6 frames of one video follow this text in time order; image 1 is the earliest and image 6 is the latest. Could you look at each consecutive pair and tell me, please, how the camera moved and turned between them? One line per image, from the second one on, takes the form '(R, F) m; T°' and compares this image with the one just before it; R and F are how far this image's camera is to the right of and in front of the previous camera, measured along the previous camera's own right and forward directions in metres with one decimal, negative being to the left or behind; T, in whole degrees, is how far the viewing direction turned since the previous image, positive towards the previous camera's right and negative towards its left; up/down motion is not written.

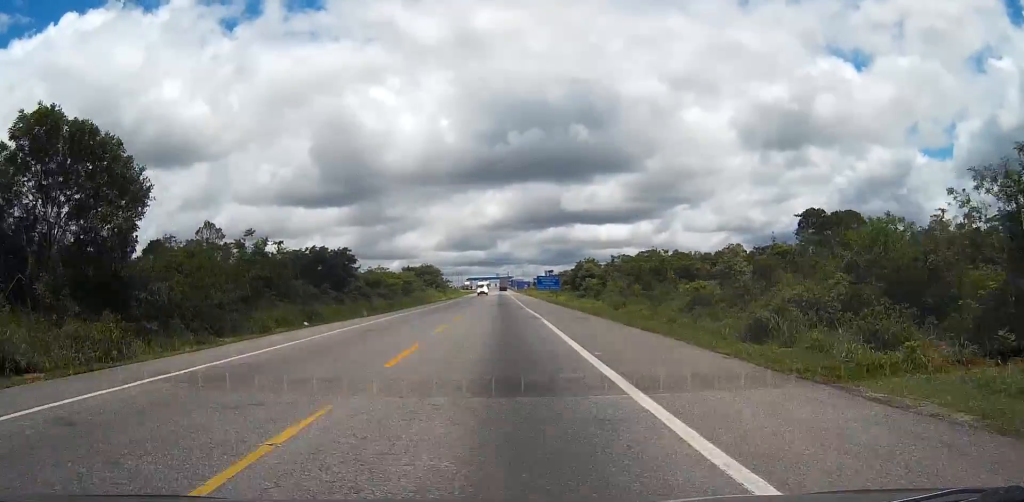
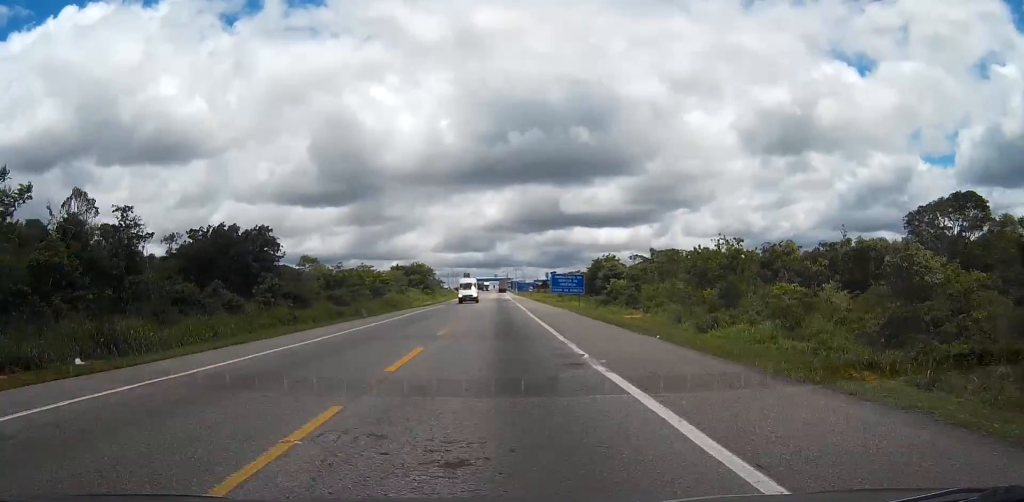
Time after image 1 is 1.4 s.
(-0.1, +32.8) m; 0°
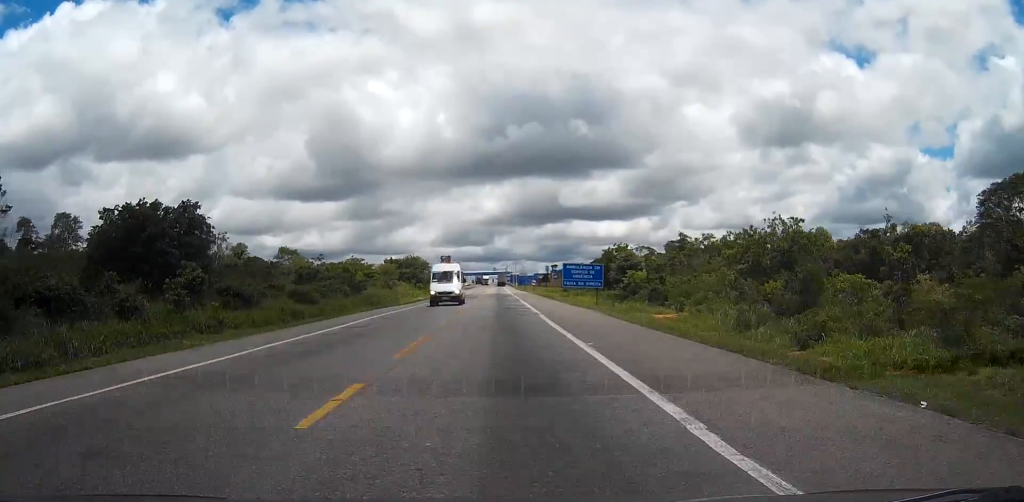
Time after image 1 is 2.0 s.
(0.0, +15.1) m; 0°
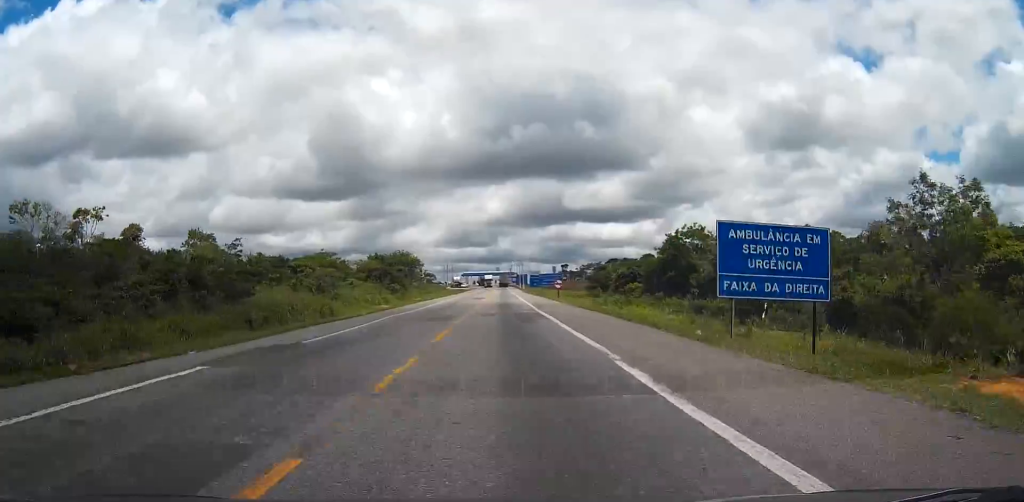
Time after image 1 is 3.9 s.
(-0.1, +45.0) m; 0°
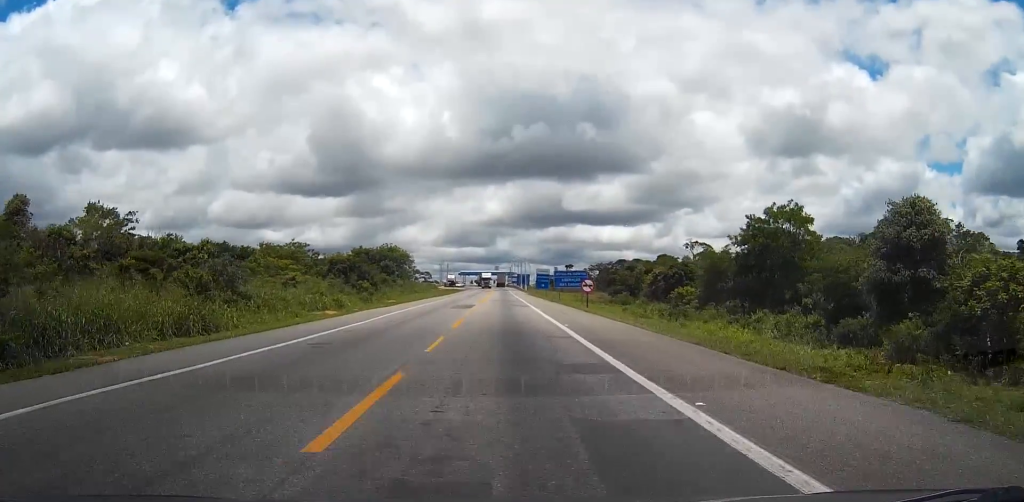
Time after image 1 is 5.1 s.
(+0.1, +27.3) m; 0°
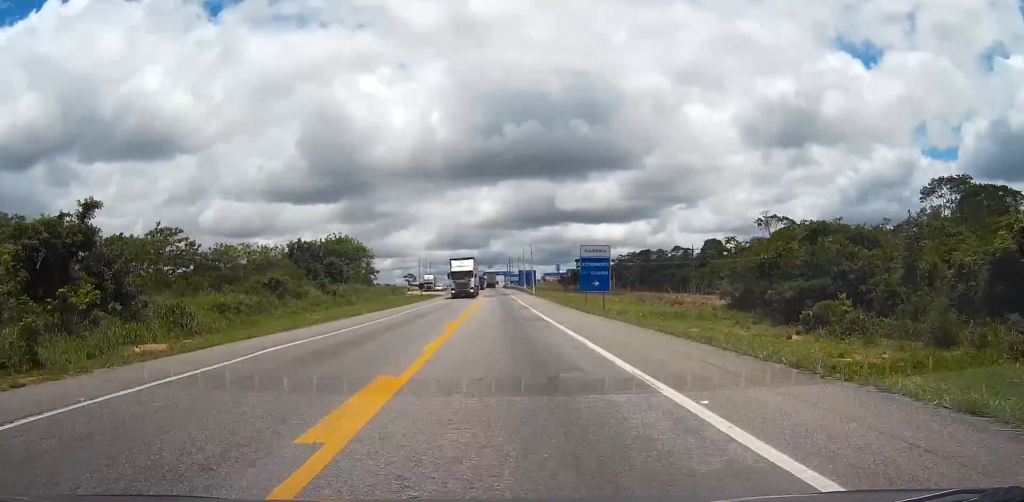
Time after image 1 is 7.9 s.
(+0.1, +65.4) m; 0°
